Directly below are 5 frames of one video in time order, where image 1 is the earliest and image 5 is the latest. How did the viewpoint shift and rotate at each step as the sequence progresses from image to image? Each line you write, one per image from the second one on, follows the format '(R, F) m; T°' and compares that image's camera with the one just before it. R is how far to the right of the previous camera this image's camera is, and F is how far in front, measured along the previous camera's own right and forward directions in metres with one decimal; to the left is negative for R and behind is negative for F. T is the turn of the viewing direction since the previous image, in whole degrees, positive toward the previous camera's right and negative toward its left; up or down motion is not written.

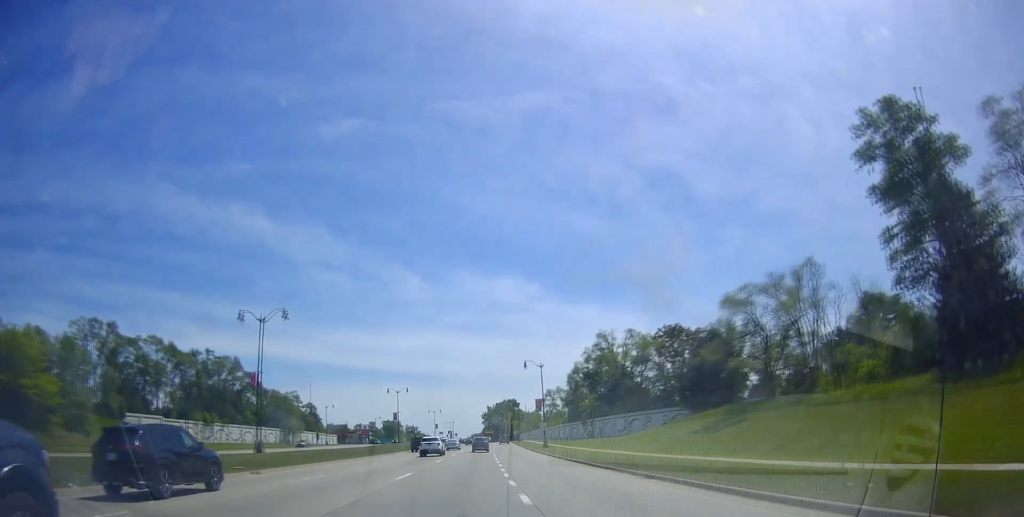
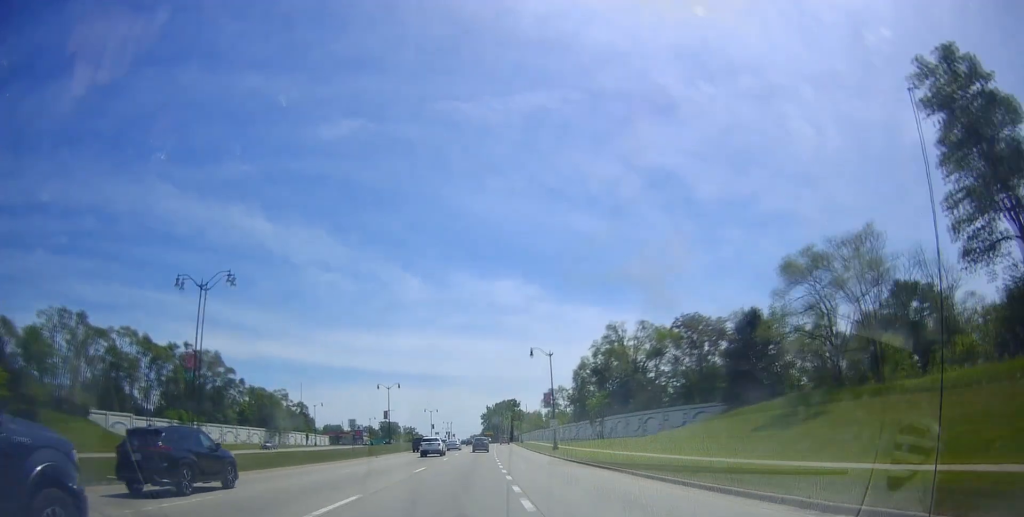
(-0.2, +10.4) m; +1°
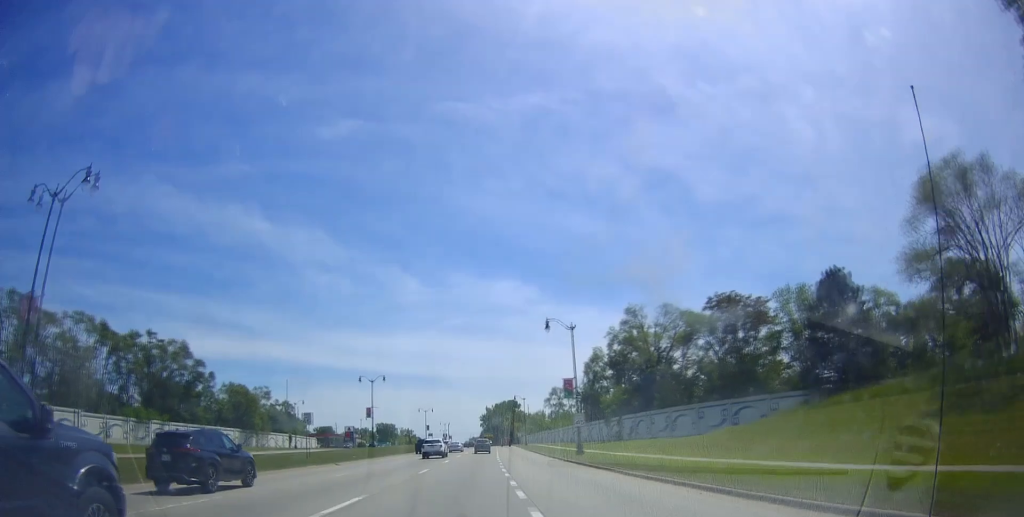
(+0.6, +15.5) m; 0°
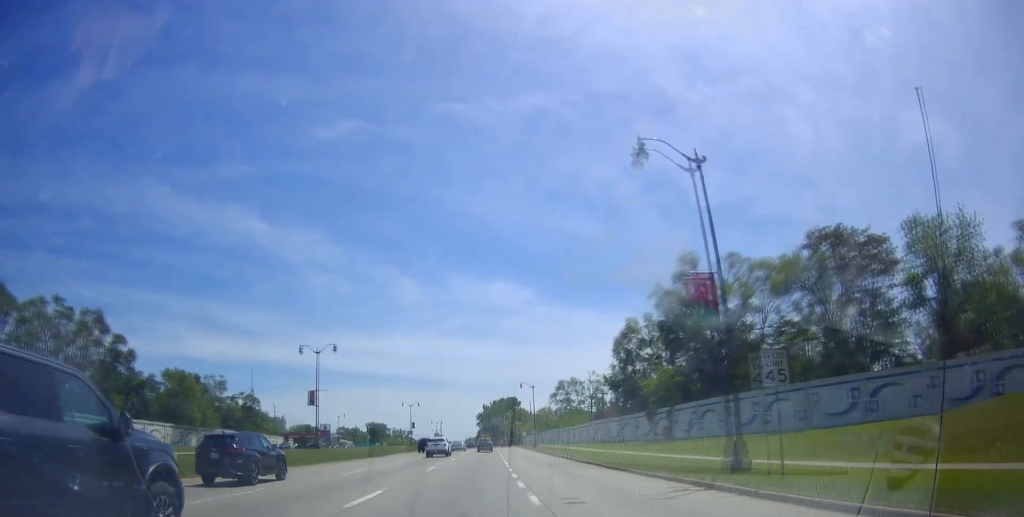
(-0.7, +29.1) m; -2°
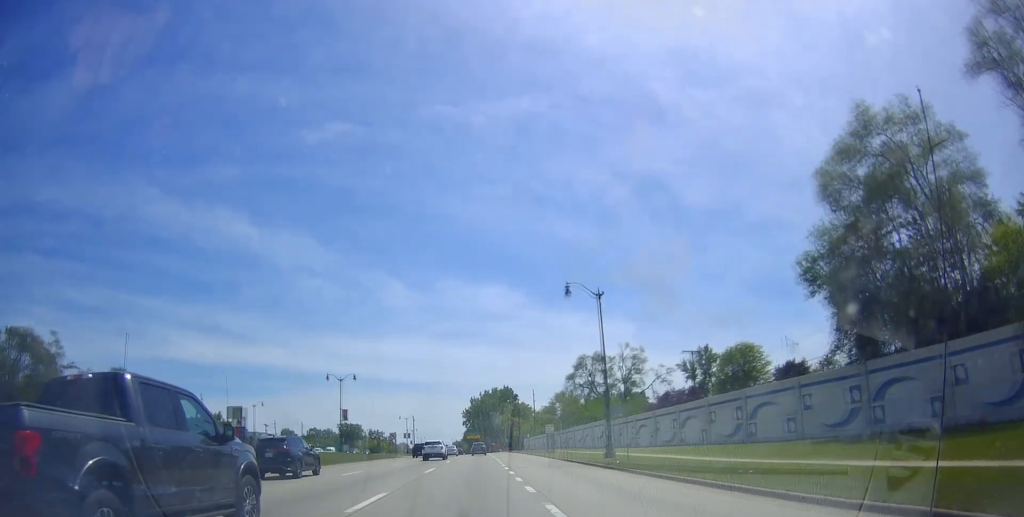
(+1.3, +62.2) m; +1°
